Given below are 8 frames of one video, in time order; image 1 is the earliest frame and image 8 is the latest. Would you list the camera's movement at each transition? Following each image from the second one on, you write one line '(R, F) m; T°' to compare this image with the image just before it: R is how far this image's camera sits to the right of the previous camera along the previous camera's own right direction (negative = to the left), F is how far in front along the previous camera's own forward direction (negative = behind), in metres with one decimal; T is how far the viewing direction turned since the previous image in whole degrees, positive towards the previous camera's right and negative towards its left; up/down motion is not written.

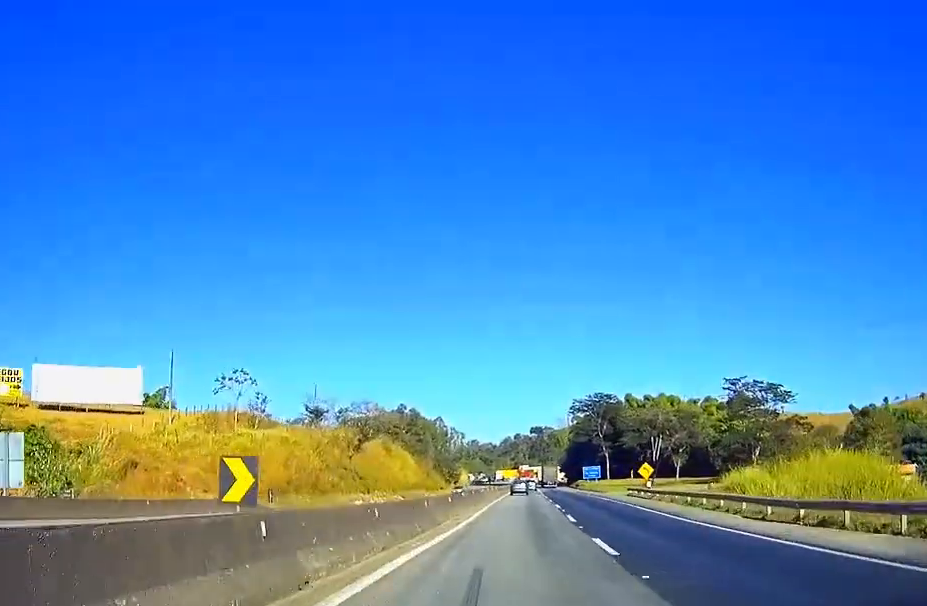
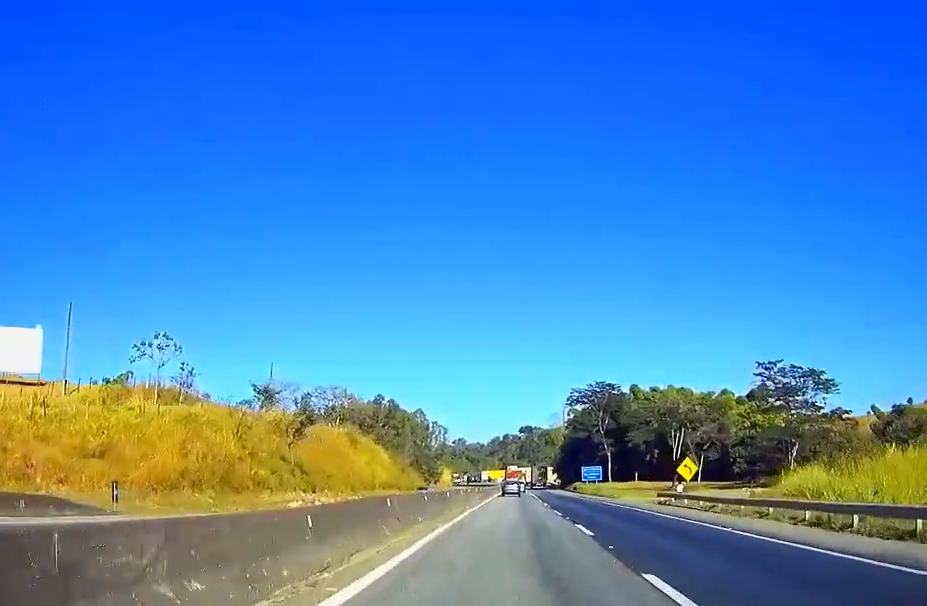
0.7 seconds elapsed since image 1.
(0.0, +20.9) m; +3°
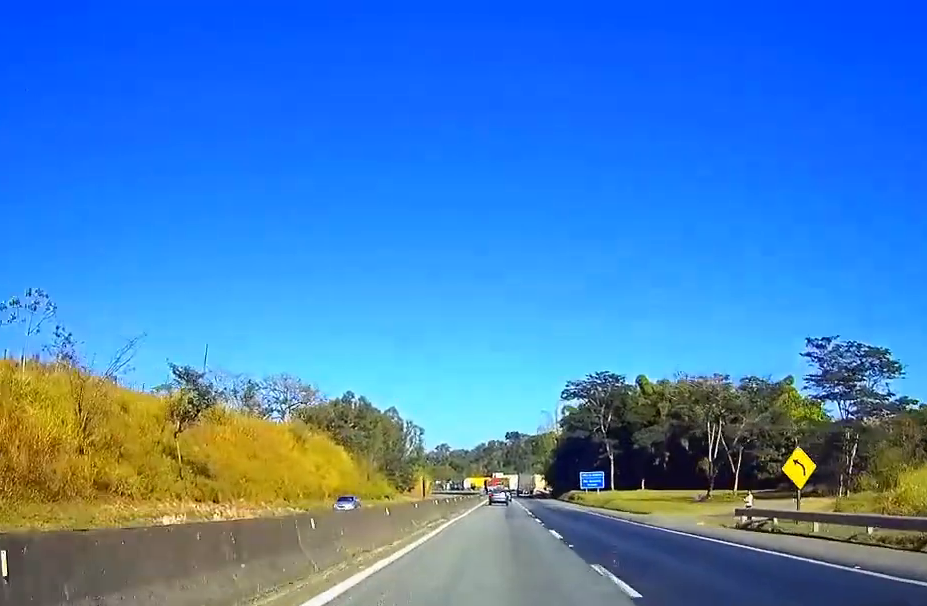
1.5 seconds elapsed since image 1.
(-0.3, +21.7) m; +7°
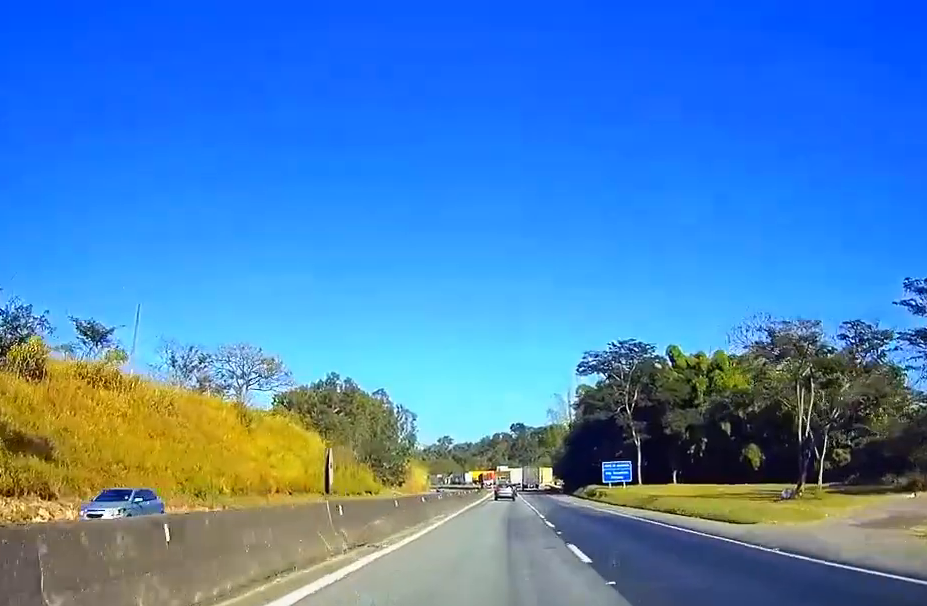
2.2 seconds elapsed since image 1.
(+2.8, +20.8) m; +6°
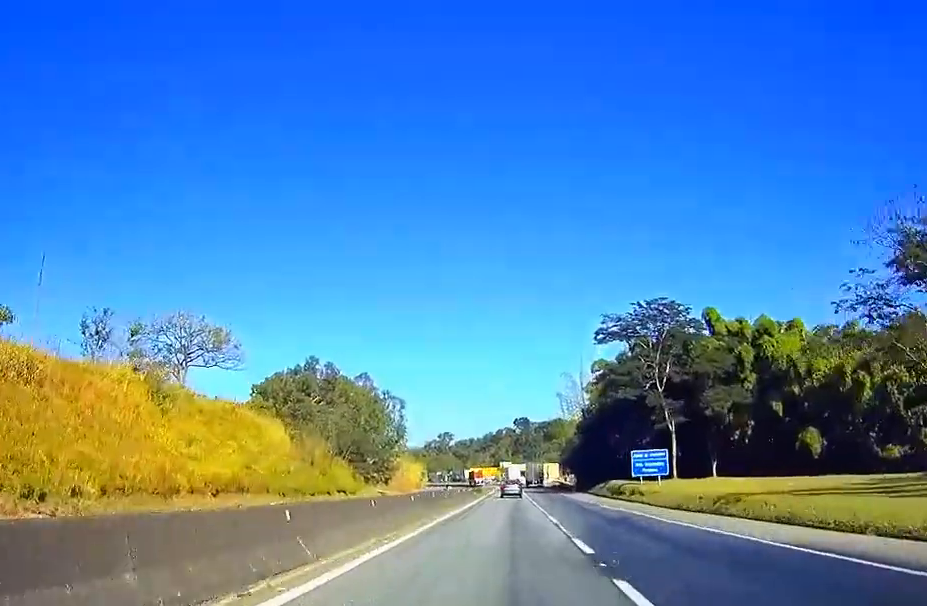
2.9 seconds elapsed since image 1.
(+0.5, +19.0) m; +2°
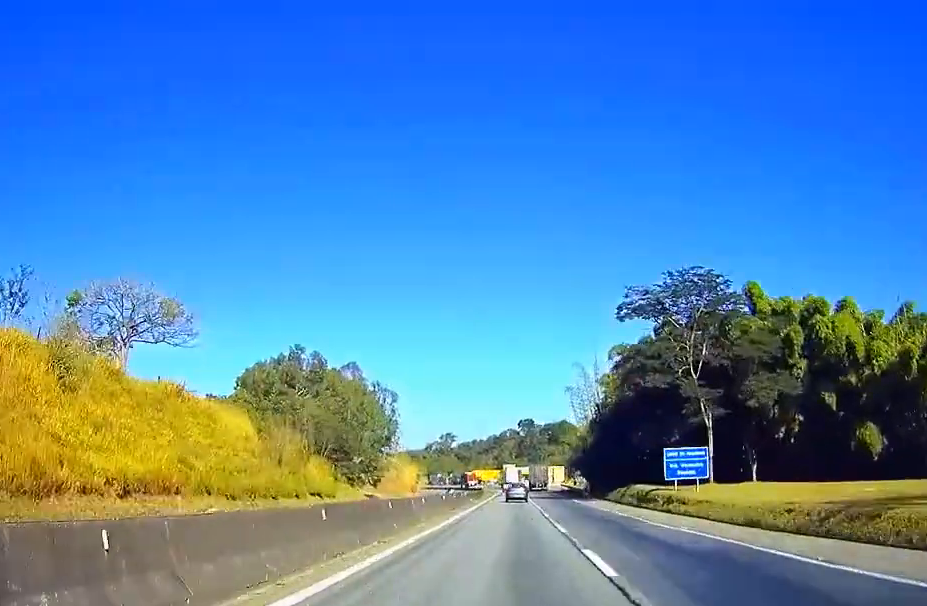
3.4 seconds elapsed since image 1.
(0.0, +13.3) m; 0°
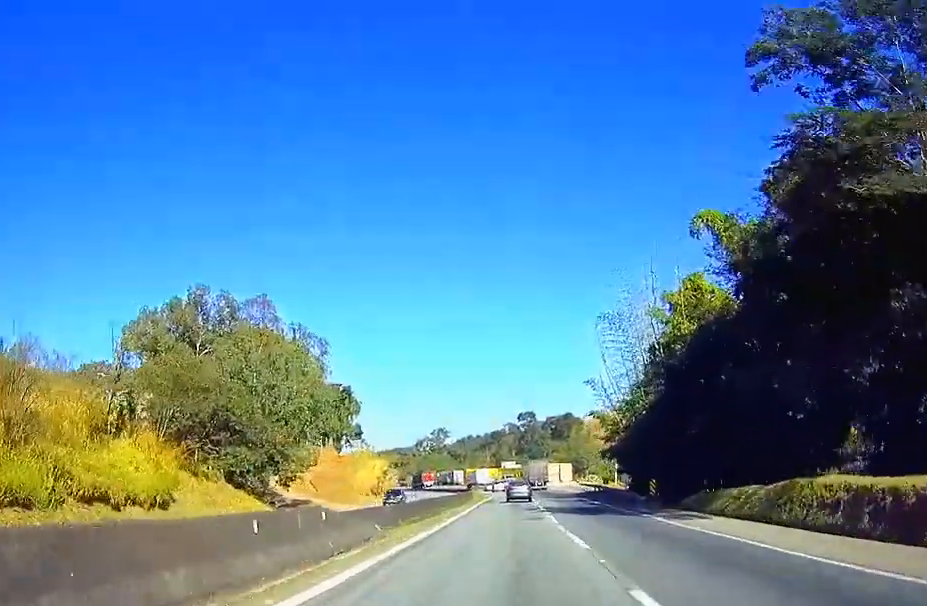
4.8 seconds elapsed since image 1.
(0.0, +41.5) m; 0°
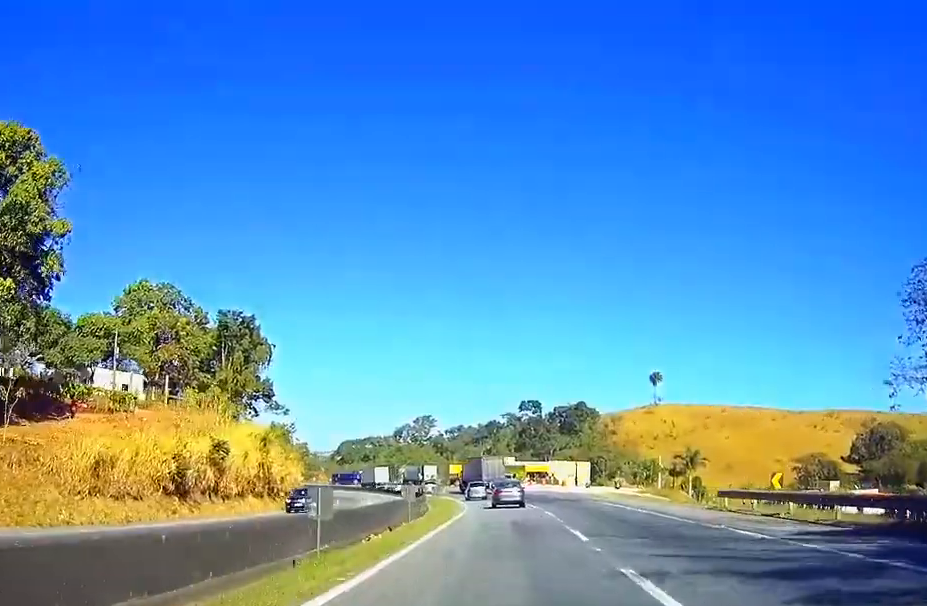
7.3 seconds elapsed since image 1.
(-2.9, +66.3) m; -1°
